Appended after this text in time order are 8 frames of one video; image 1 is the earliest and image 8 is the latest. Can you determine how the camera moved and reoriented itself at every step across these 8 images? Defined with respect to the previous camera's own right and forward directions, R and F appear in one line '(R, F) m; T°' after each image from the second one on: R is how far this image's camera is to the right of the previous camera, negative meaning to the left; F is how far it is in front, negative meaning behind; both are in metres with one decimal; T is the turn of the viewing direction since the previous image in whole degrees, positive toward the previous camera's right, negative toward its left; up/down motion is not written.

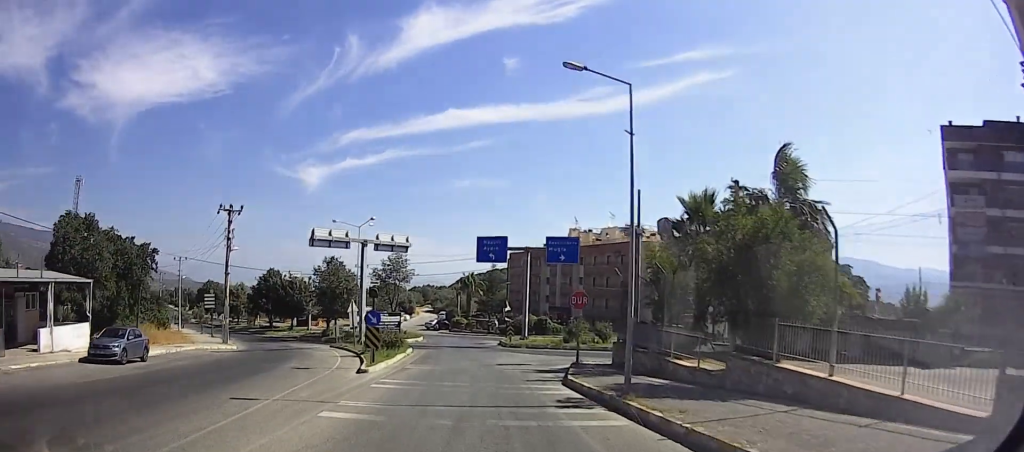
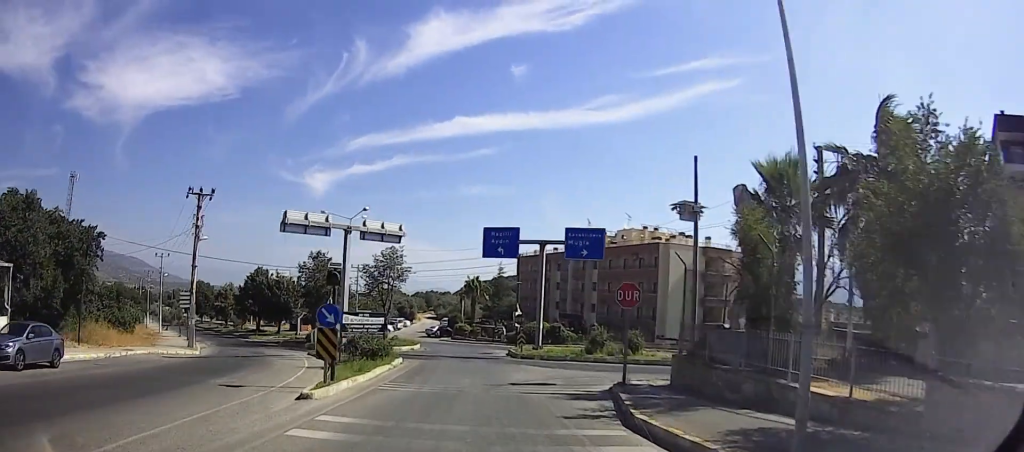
(-0.2, +7.1) m; -1°
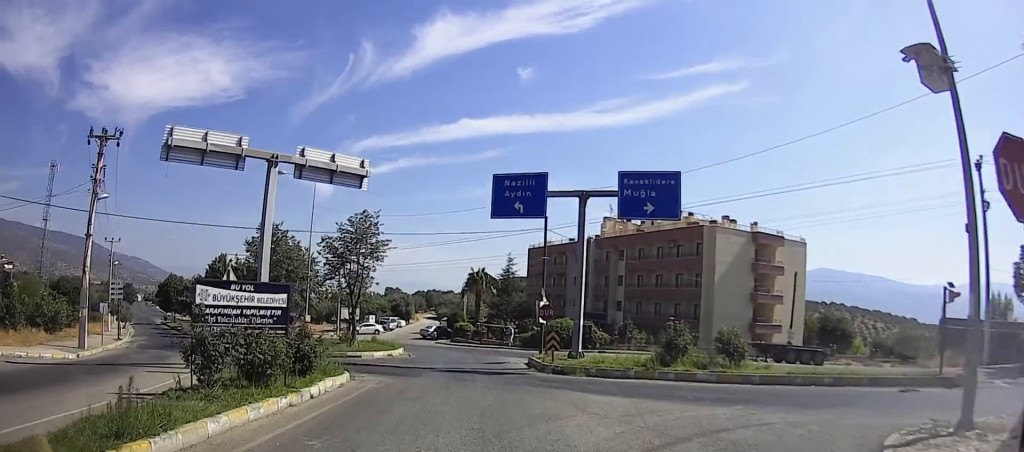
(+0.1, +13.4) m; +1°
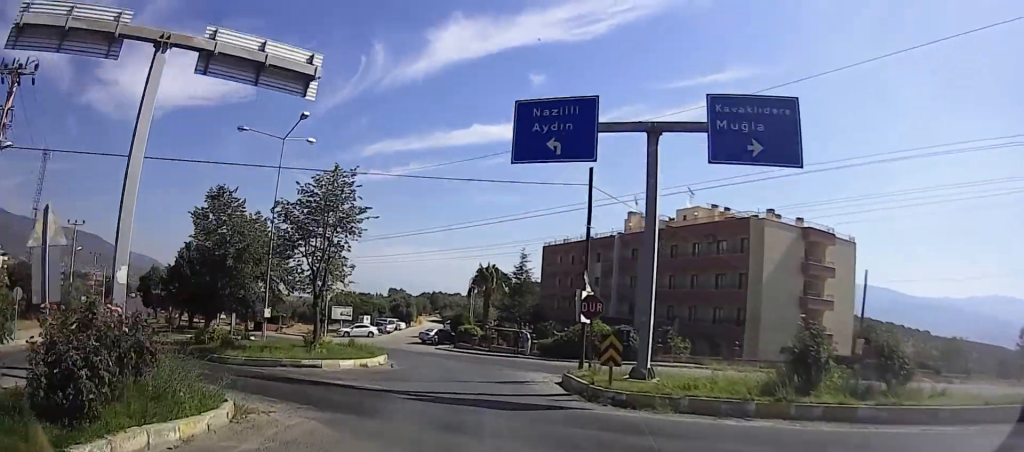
(-0.1, +9.0) m; -3°
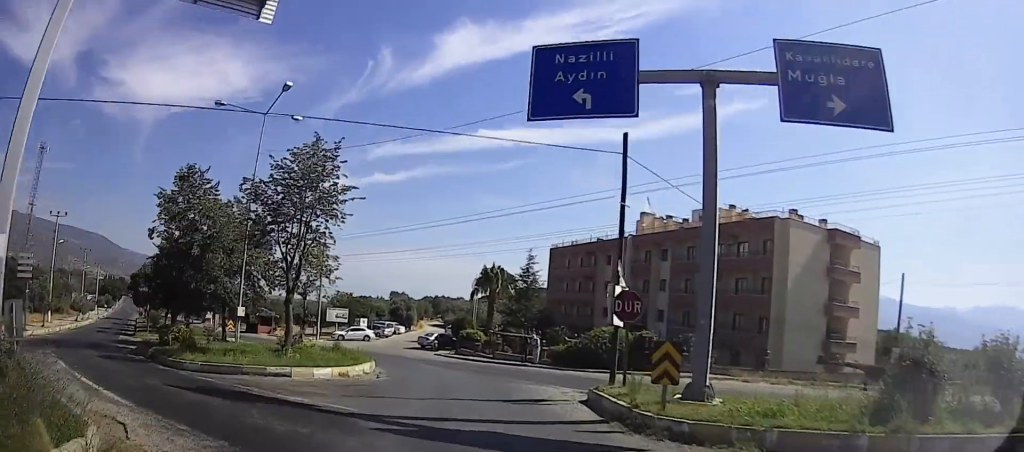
(-0.1, +4.0) m; -1°
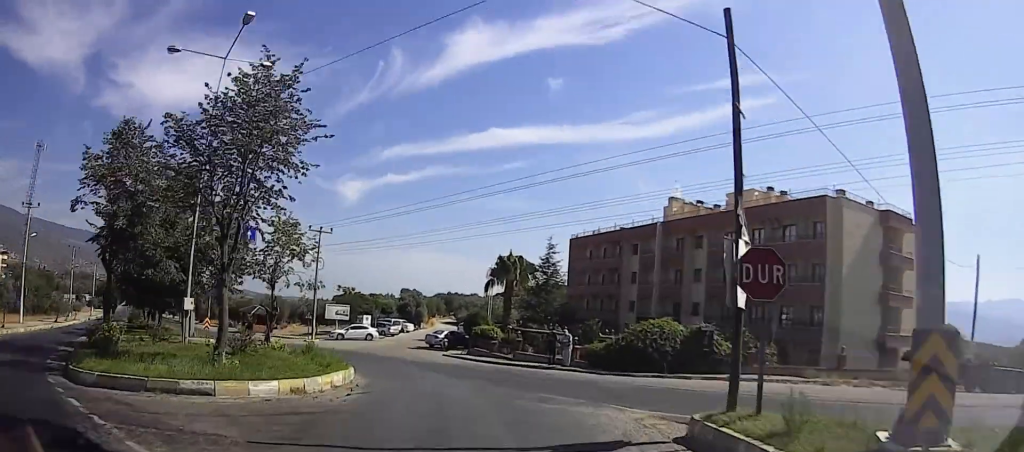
(-0.1, +6.6) m; -1°
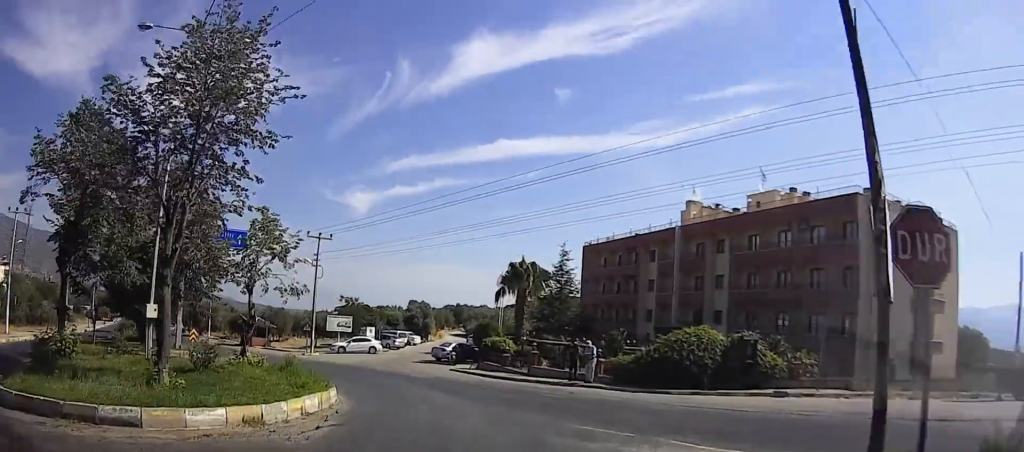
(0.0, +3.4) m; 0°
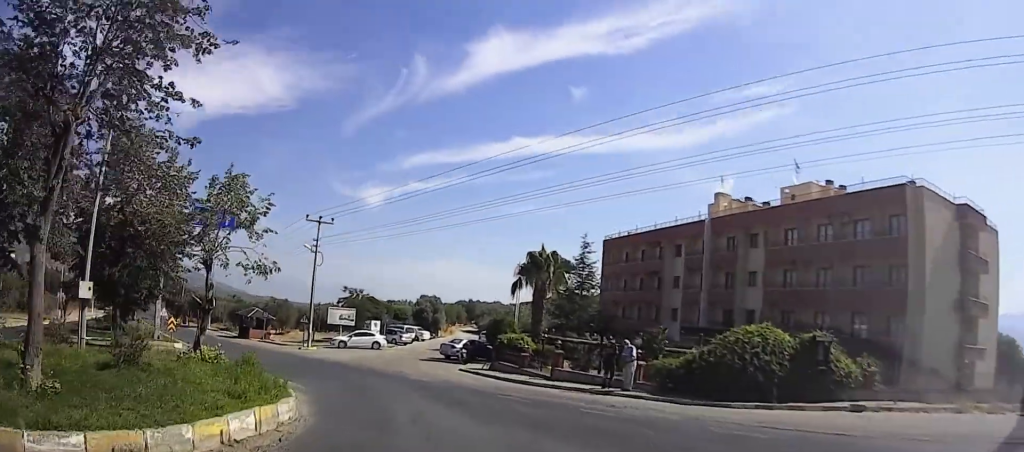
(0.0, +4.2) m; -1°
